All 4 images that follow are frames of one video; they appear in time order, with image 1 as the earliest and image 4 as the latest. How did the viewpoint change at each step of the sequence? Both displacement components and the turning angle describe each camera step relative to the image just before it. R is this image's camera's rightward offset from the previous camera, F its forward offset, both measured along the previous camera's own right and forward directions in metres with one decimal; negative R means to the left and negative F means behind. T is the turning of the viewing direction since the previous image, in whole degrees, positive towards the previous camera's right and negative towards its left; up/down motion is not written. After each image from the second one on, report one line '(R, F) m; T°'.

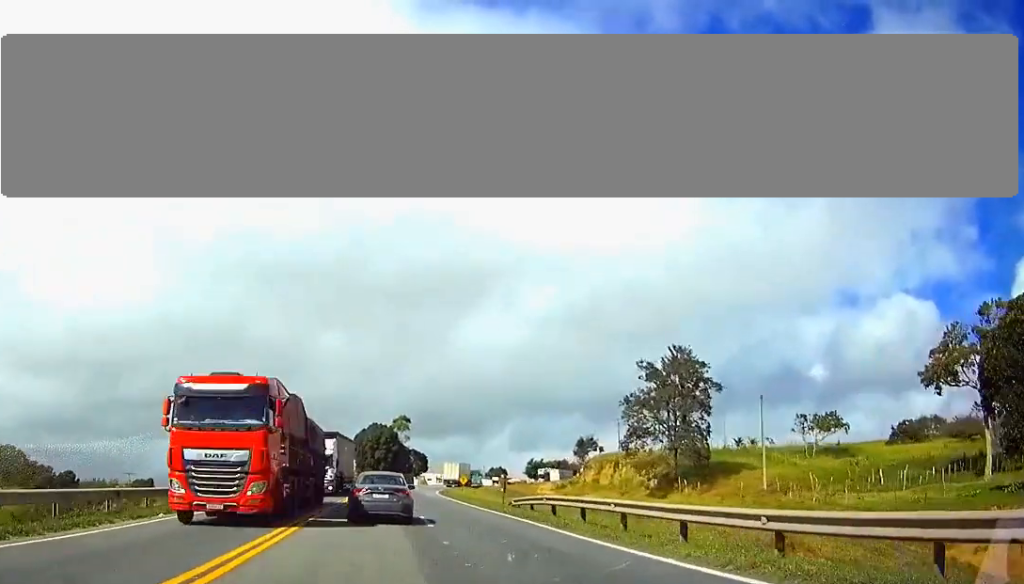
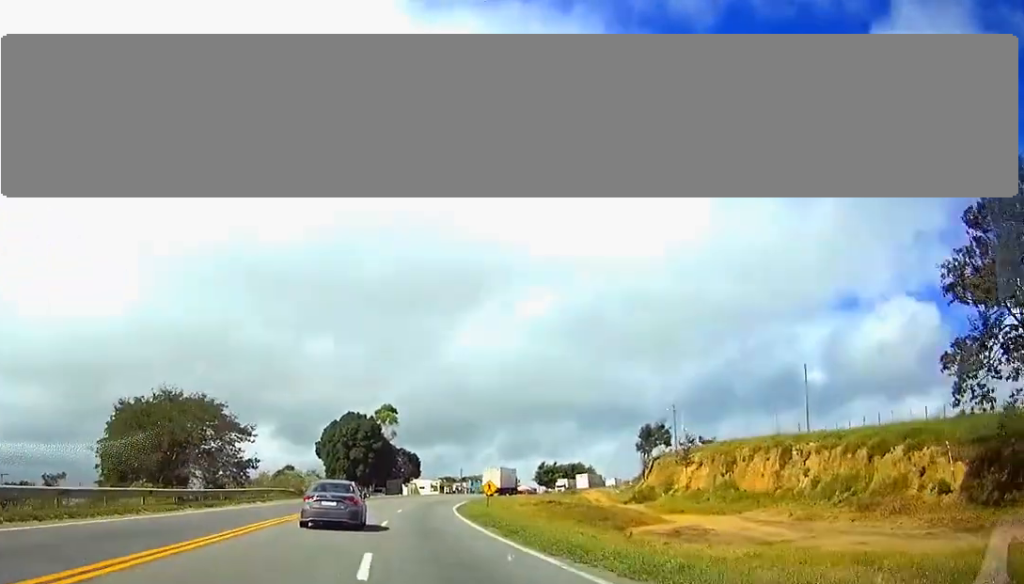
(+0.3, +48.7) m; 0°
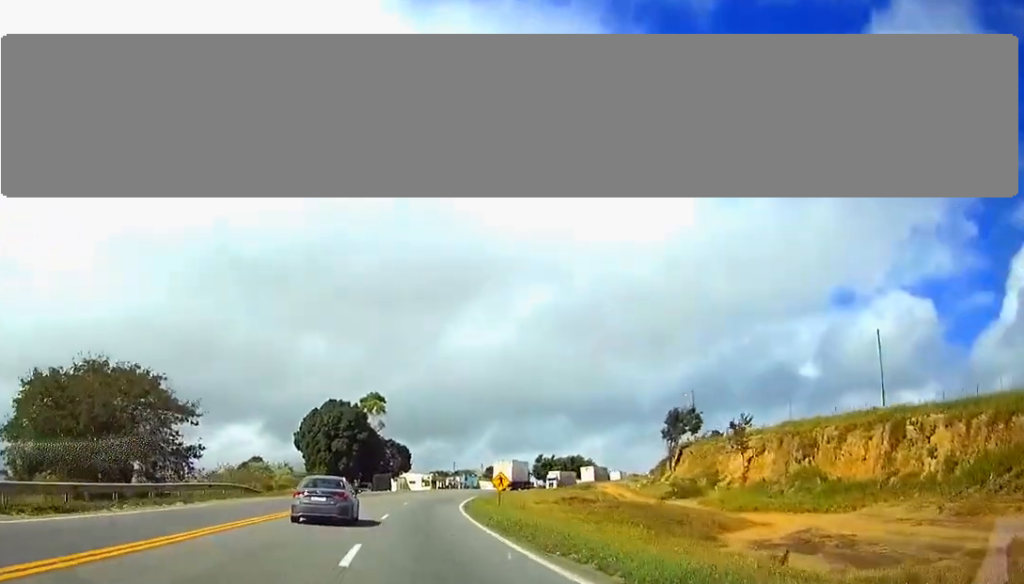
(-0.2, +15.0) m; +1°
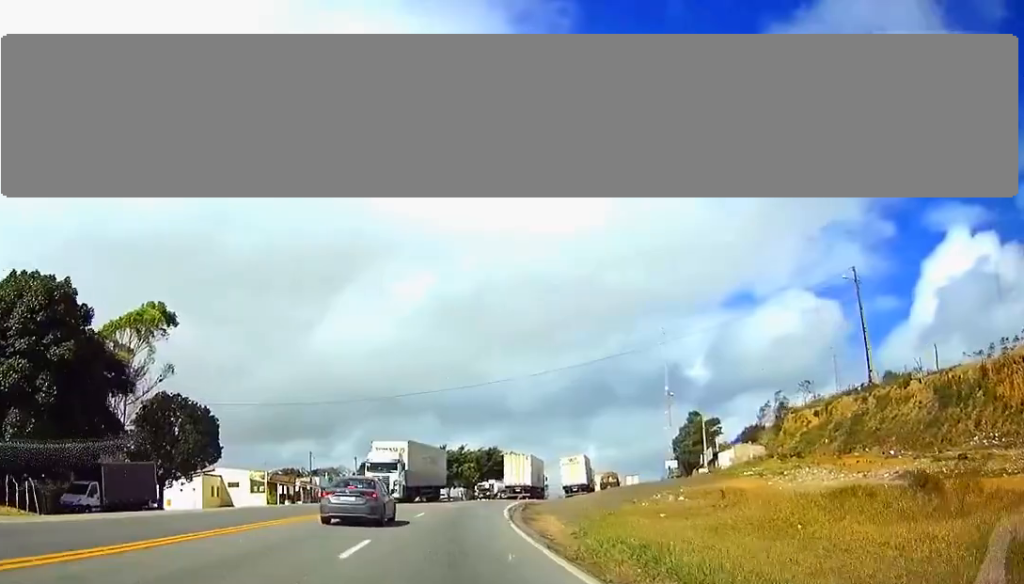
(+6.7, +78.8) m; +9°
